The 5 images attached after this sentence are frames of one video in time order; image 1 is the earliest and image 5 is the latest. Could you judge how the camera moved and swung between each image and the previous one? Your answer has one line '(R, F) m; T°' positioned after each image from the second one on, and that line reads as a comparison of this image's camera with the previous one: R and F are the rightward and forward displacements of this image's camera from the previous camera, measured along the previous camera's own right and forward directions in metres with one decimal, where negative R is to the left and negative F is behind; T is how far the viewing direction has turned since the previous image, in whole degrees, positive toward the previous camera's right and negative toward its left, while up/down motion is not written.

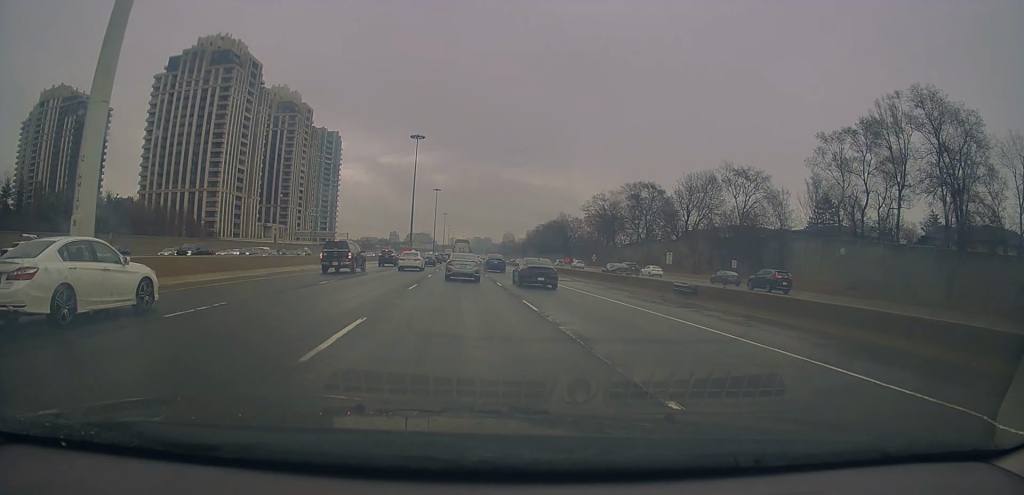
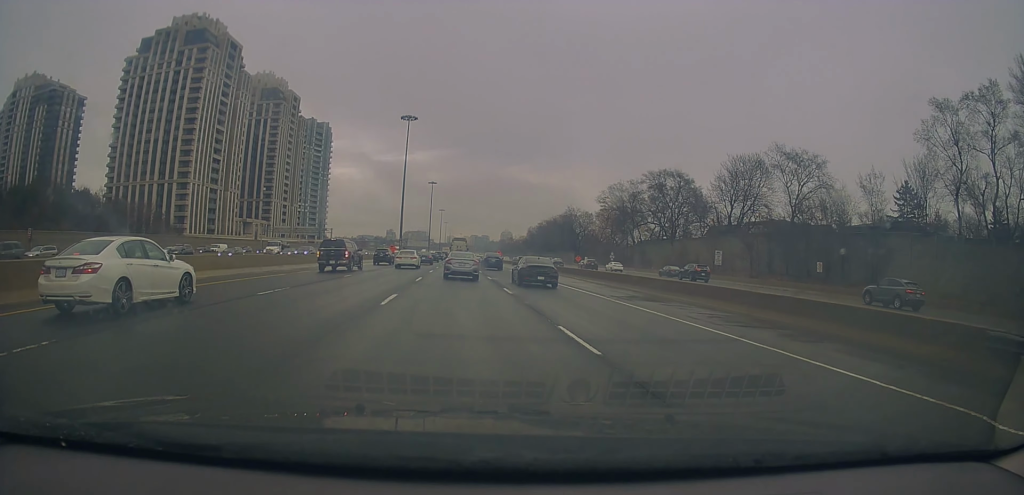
(+0.2, +18.8) m; +4°
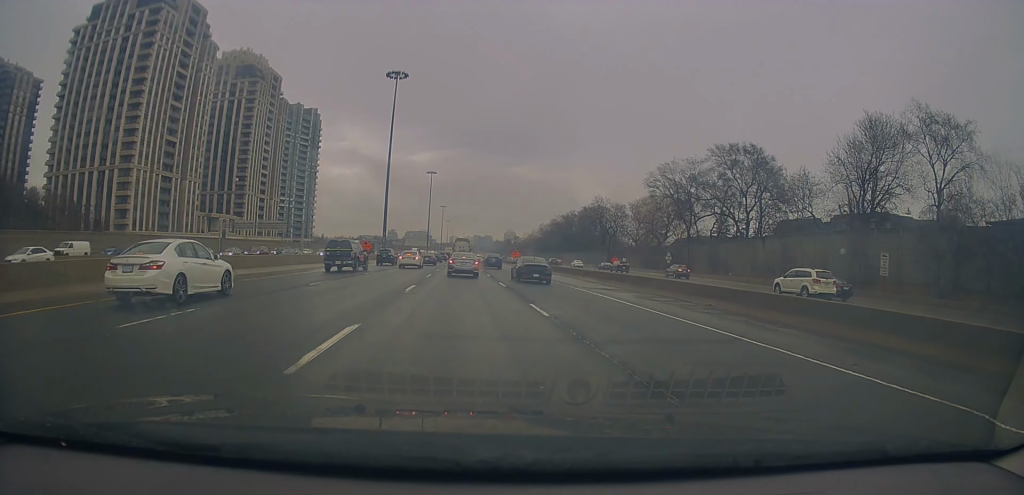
(-0.7, +32.0) m; -3°
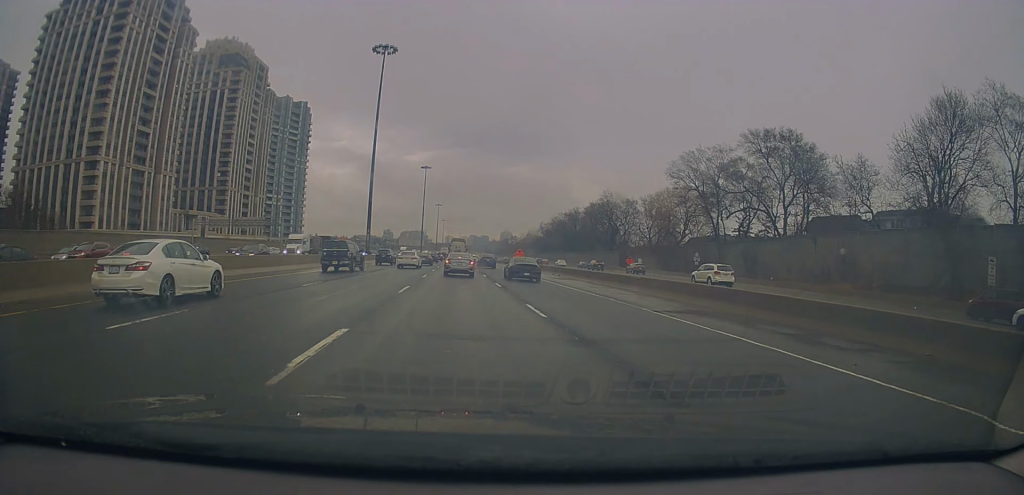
(+0.2, +12.3) m; +1°
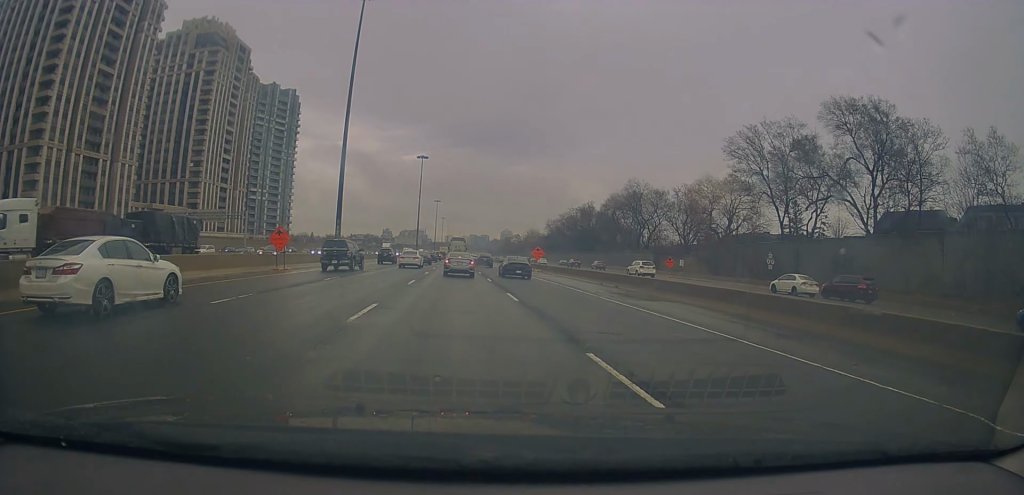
(+0.4, +19.6) m; +2°
